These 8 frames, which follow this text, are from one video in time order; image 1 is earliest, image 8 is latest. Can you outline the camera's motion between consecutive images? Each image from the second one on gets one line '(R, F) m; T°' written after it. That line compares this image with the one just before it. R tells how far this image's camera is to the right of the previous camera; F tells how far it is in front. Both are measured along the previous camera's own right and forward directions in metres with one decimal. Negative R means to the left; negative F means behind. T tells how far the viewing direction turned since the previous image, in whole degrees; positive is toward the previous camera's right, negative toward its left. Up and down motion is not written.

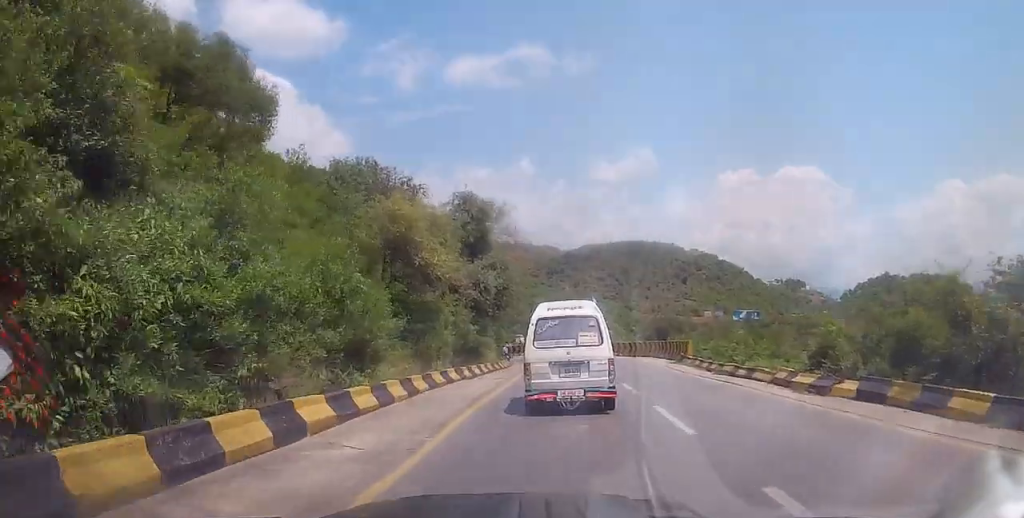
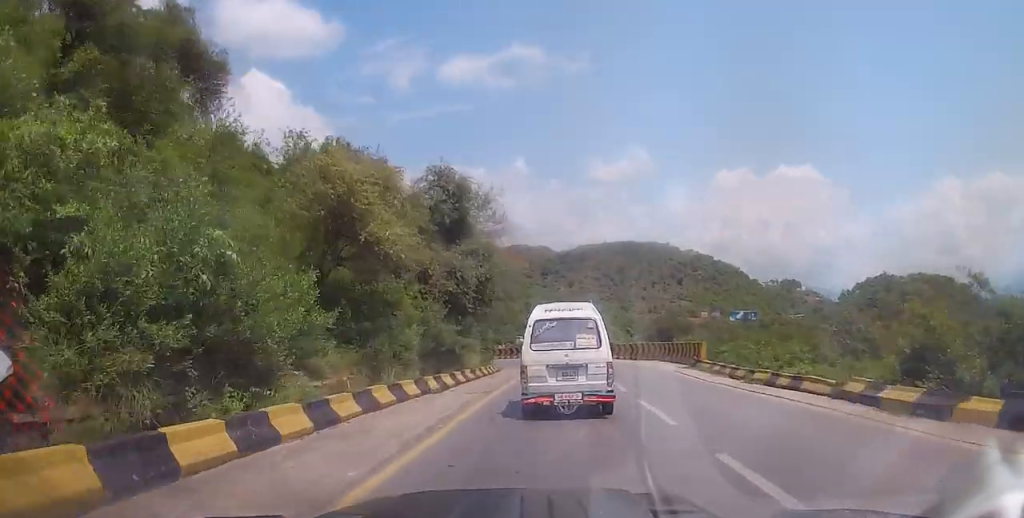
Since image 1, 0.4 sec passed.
(+0.2, +4.9) m; 0°
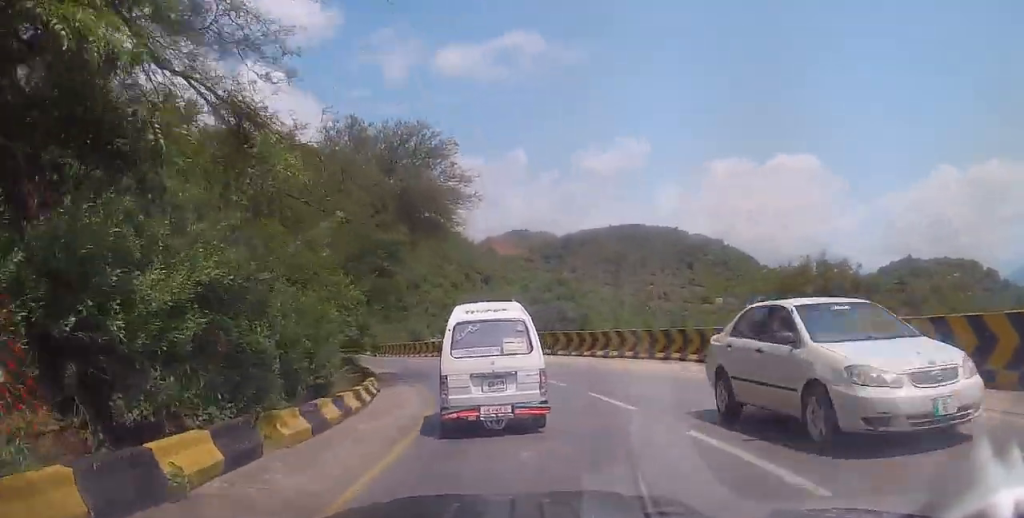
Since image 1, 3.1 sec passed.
(-0.9, +29.3) m; -3°
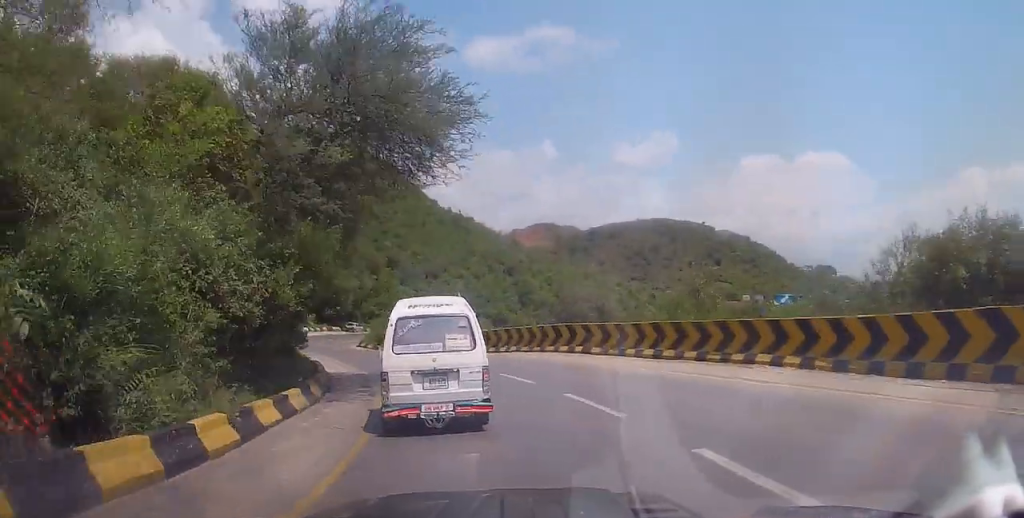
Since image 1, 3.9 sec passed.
(-0.1, +7.6) m; -3°
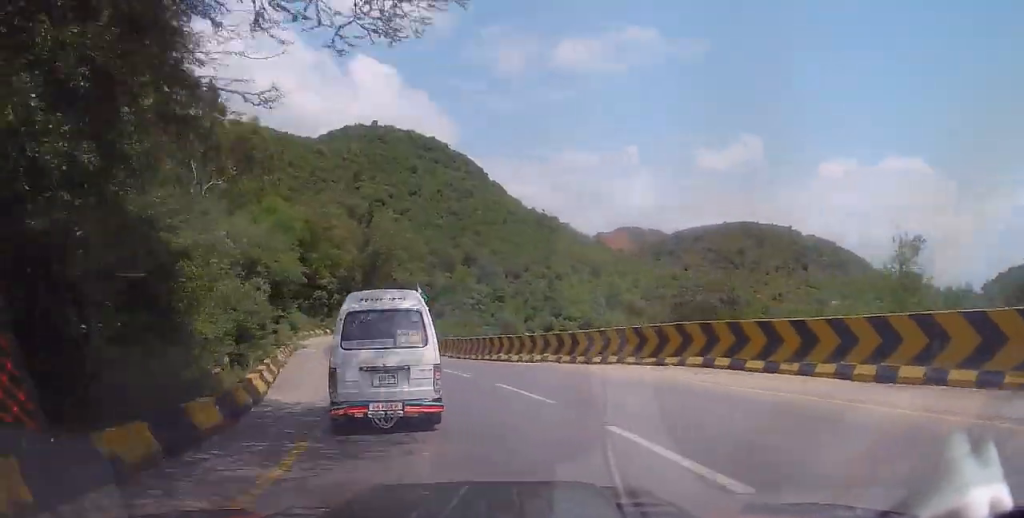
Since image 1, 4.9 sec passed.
(-0.4, +10.1) m; -7°
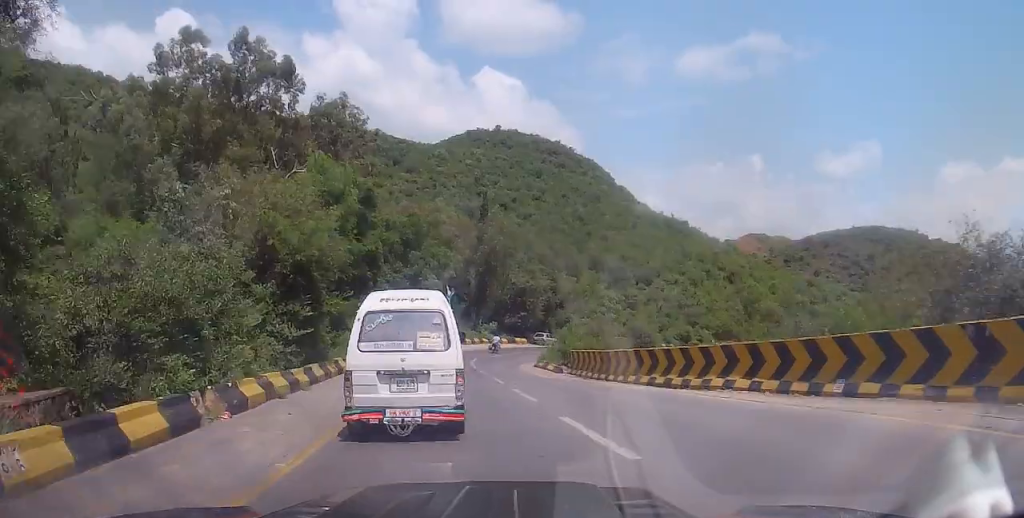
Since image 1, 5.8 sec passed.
(-0.7, +9.7) m; -10°
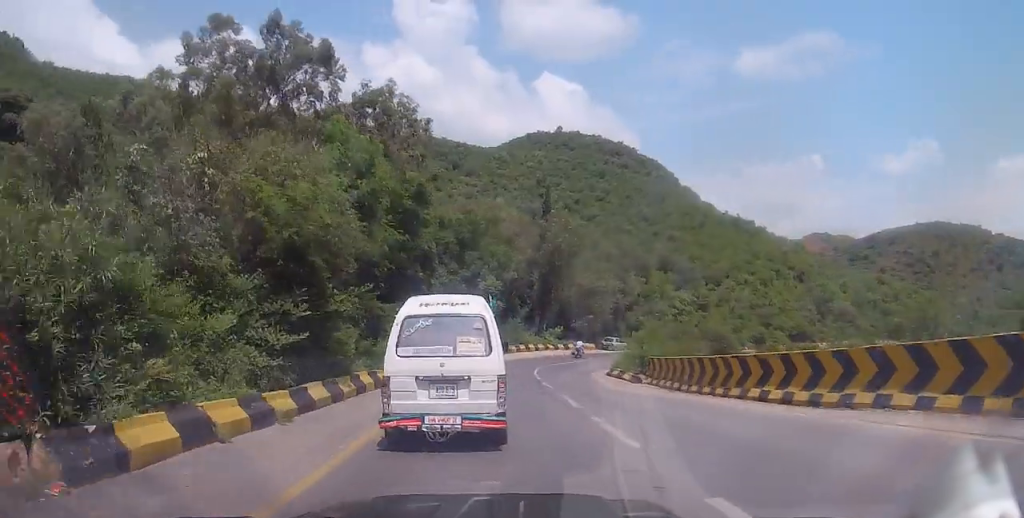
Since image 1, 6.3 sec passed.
(-0.5, +4.7) m; -5°
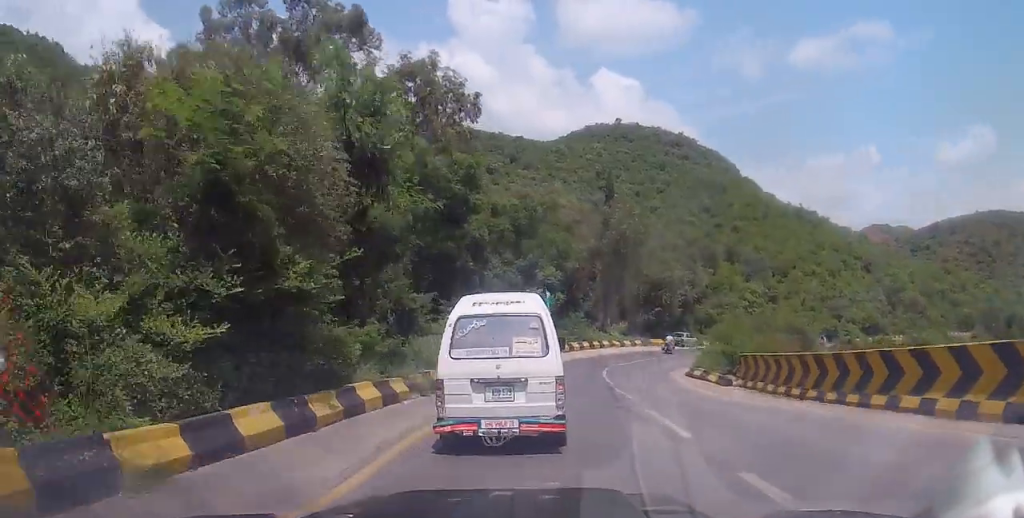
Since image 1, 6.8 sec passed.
(-0.1, +5.1) m; -6°
